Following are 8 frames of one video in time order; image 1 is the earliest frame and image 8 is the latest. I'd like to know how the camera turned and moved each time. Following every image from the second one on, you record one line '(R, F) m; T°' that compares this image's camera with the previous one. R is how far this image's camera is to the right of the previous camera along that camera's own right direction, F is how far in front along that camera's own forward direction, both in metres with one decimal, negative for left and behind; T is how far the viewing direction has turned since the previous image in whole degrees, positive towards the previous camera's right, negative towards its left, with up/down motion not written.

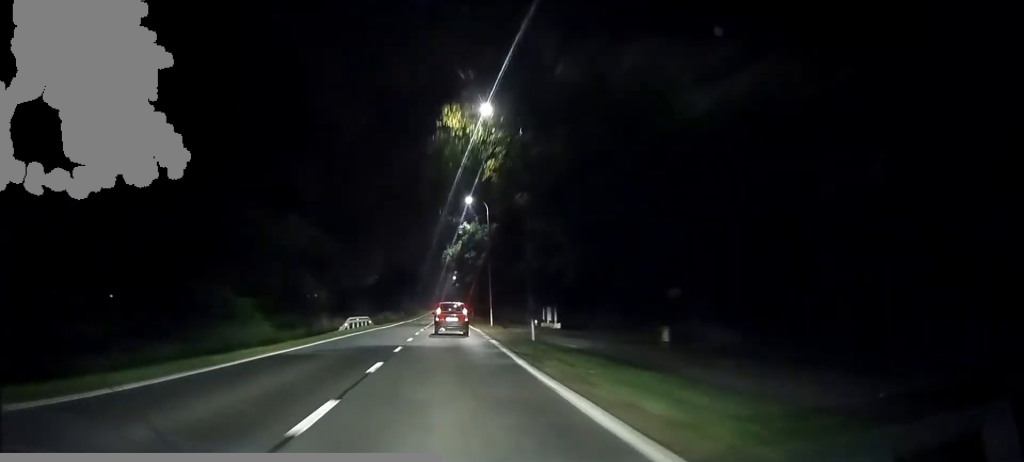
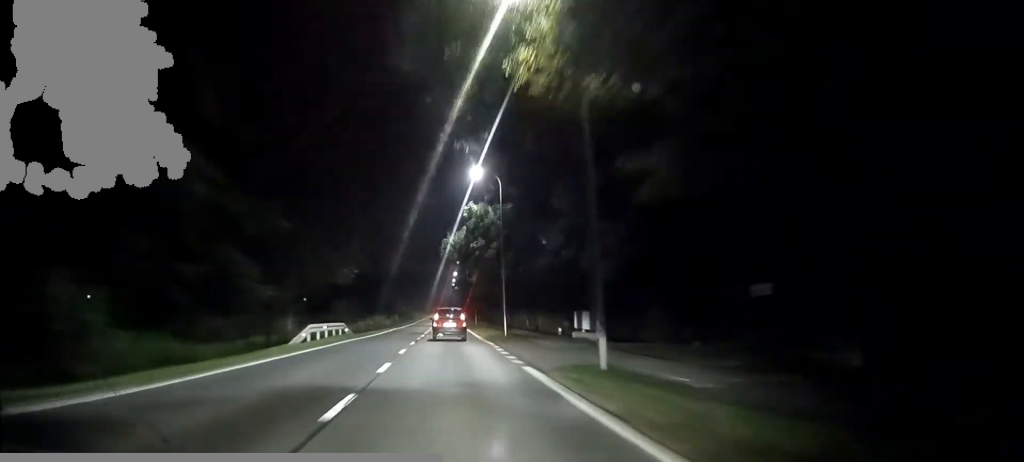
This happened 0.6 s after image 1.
(0.0, +11.4) m; 0°
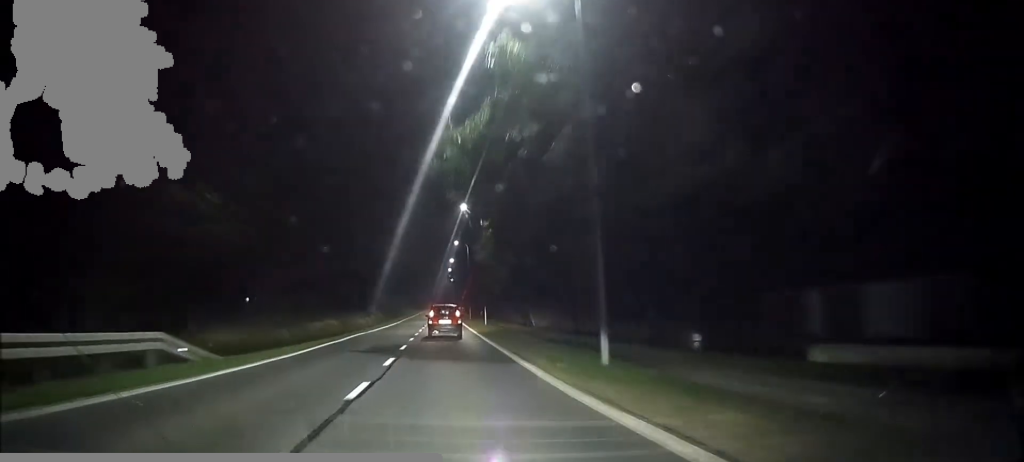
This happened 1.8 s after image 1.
(-0.3, +23.7) m; -1°
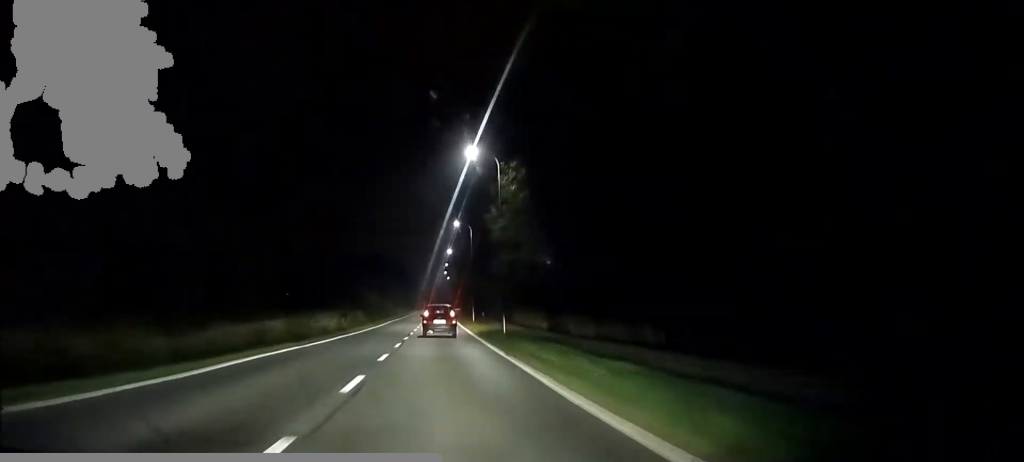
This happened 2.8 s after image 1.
(-0.1, +18.8) m; 0°
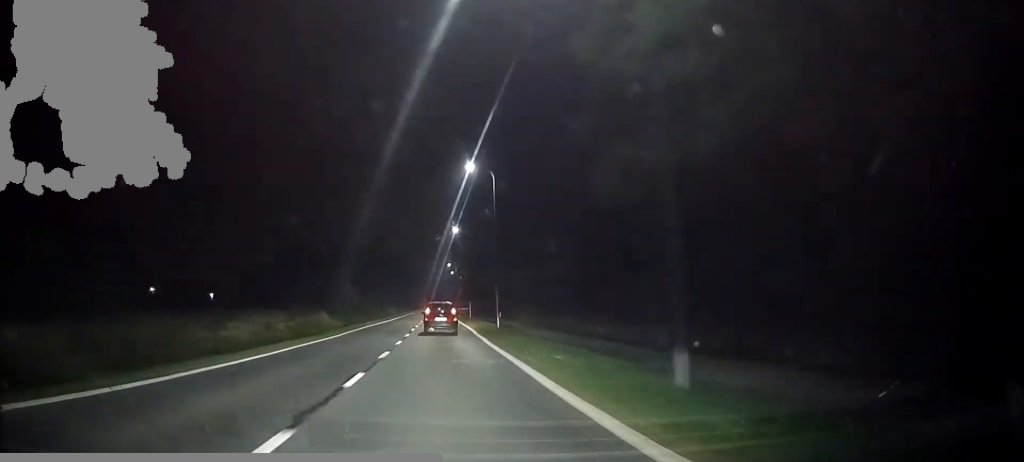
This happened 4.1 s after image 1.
(-0.1, +25.5) m; +1°
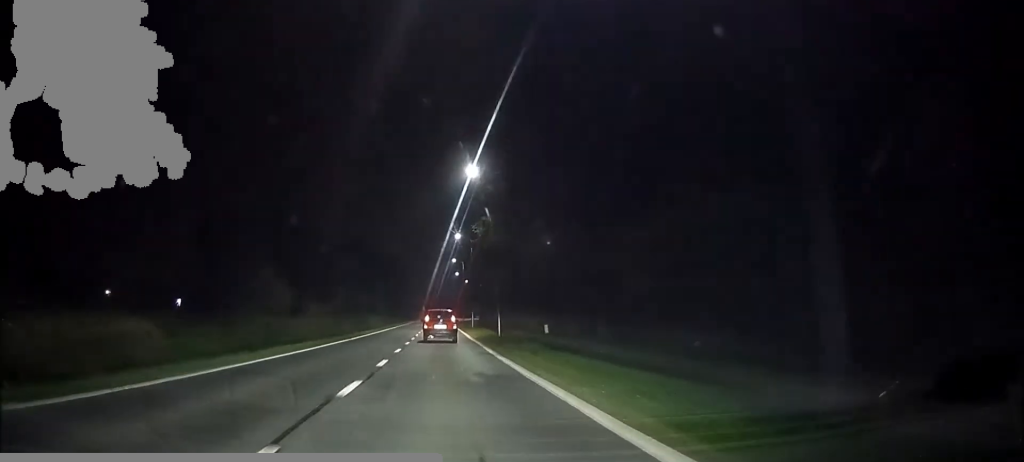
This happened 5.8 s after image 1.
(+0.1, +33.4) m; -1°
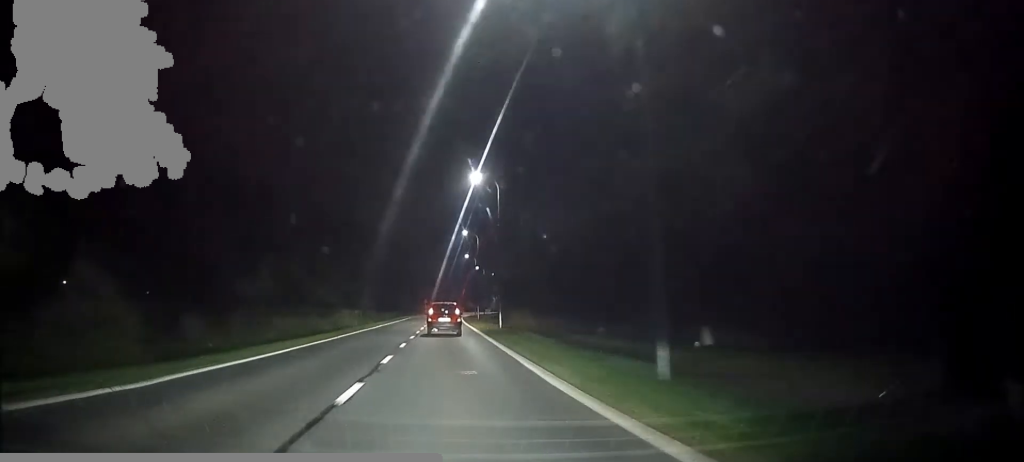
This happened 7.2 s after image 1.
(-0.2, +26.9) m; 0°
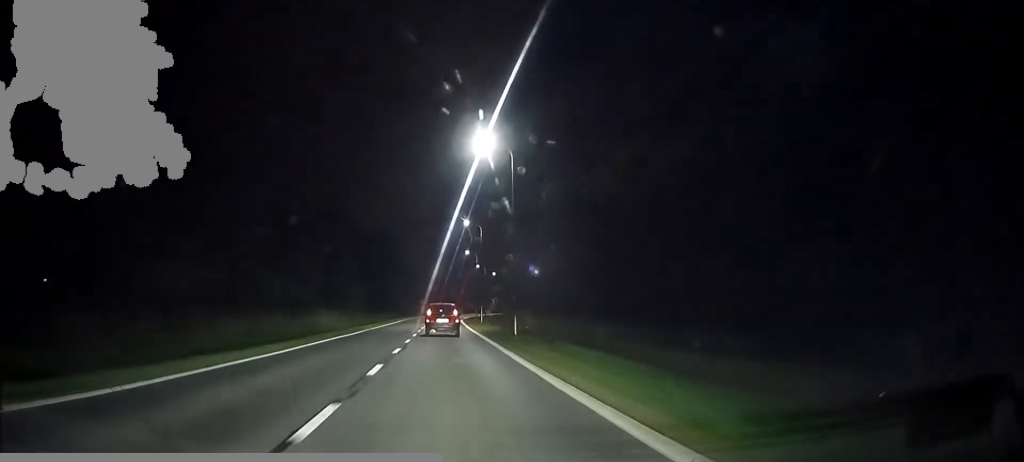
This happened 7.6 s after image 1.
(0.0, +9.3) m; 0°
